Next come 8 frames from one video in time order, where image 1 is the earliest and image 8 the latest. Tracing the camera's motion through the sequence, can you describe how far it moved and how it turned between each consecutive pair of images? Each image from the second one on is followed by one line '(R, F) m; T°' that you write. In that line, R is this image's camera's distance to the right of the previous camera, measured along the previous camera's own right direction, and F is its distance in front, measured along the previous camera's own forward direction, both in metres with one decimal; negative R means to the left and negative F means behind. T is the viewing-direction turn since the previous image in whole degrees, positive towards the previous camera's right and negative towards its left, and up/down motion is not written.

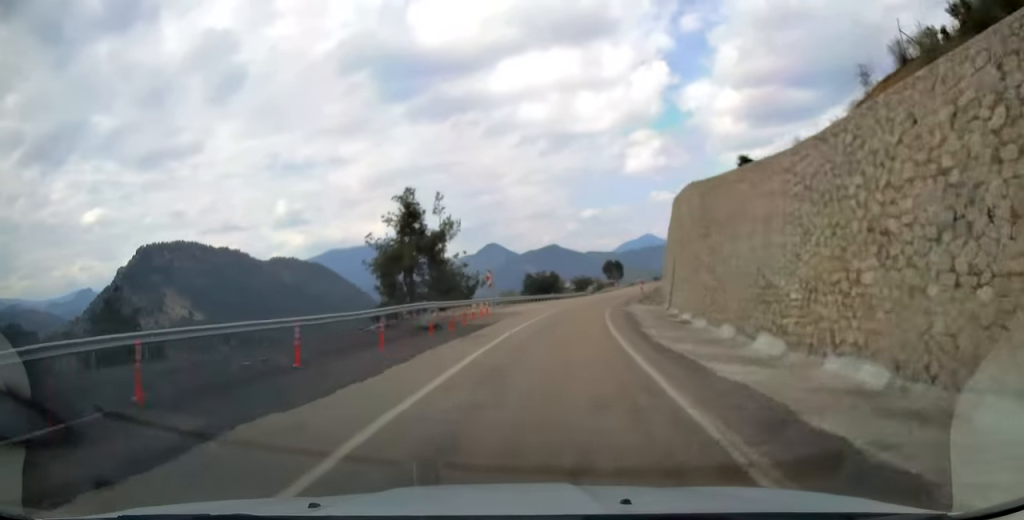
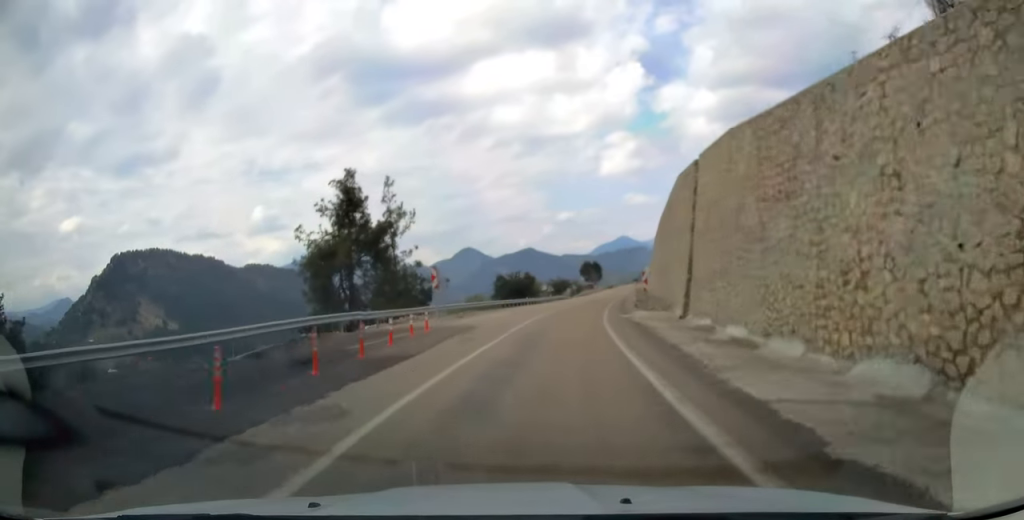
(+0.3, +11.4) m; +2°
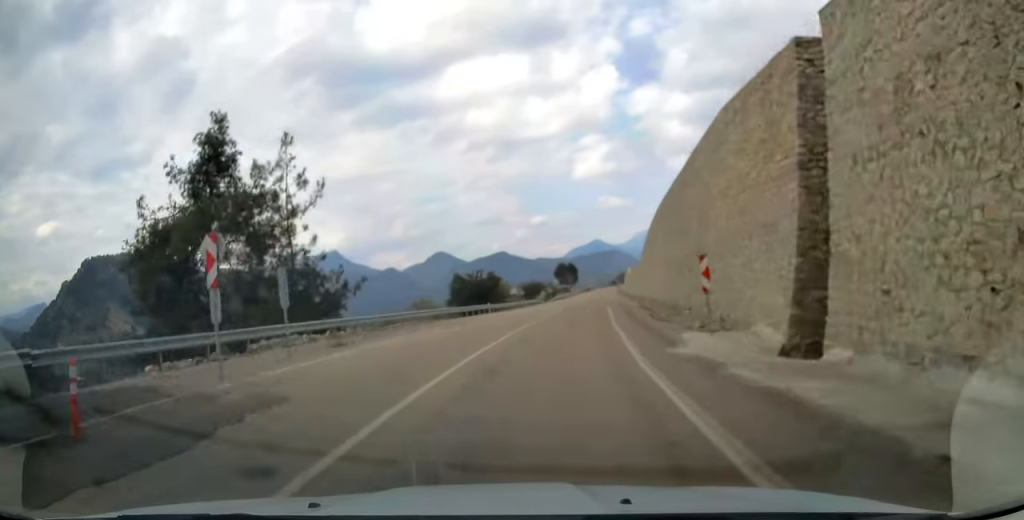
(+0.5, +17.1) m; +3°
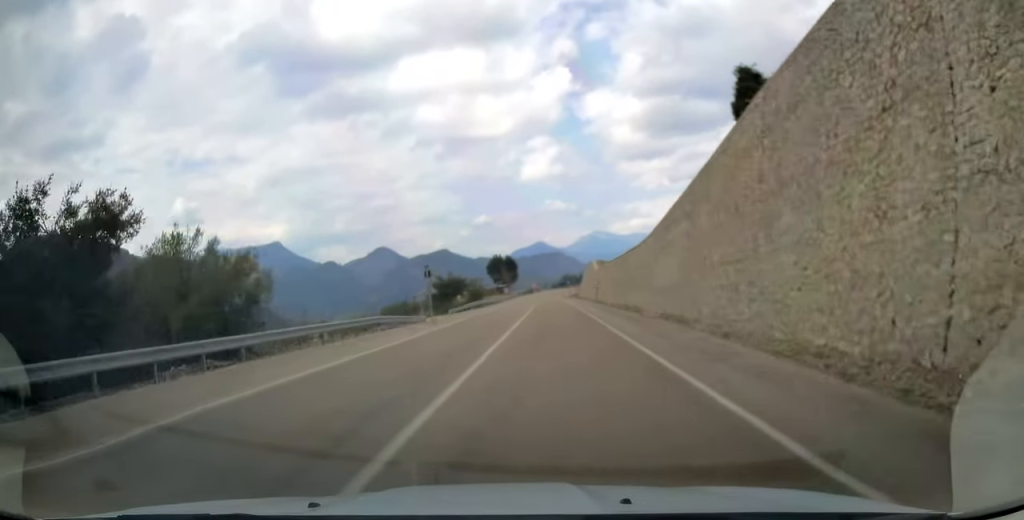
(+3.0, +56.6) m; +5°
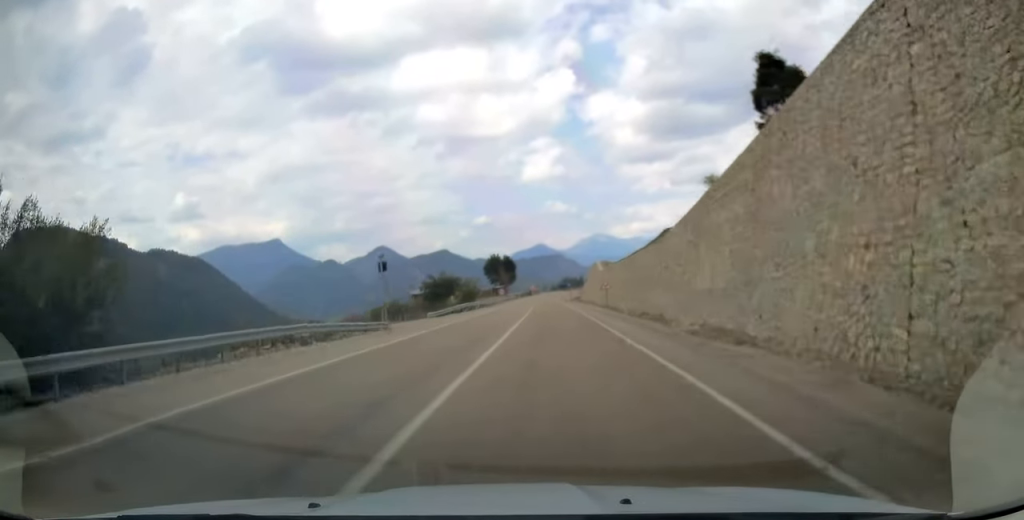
(+0.1, +9.3) m; 0°
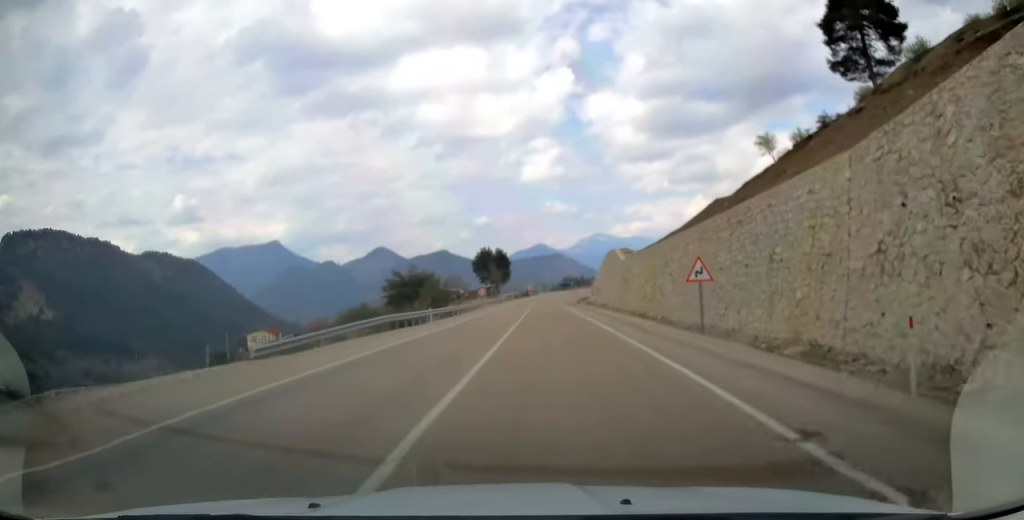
(+0.2, +27.0) m; 0°
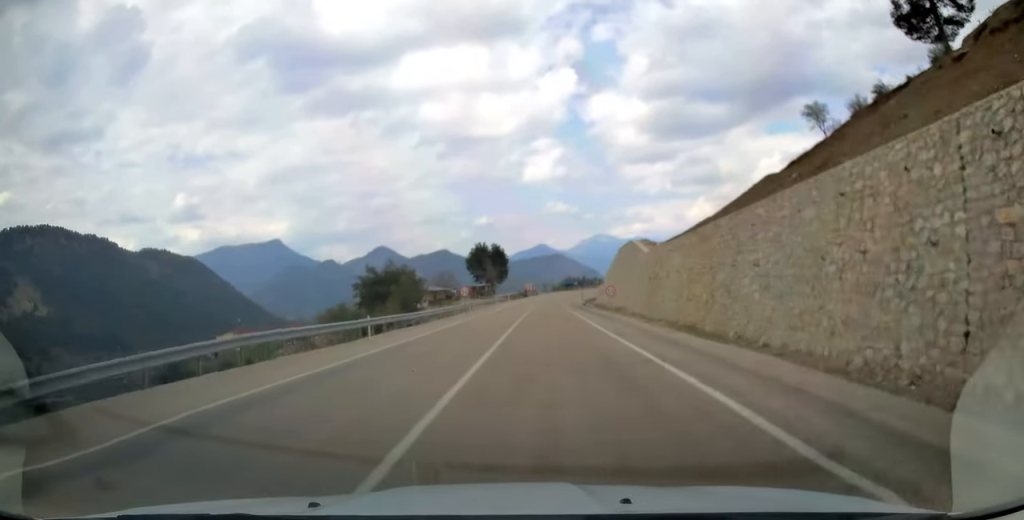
(0.0, +14.7) m; 0°
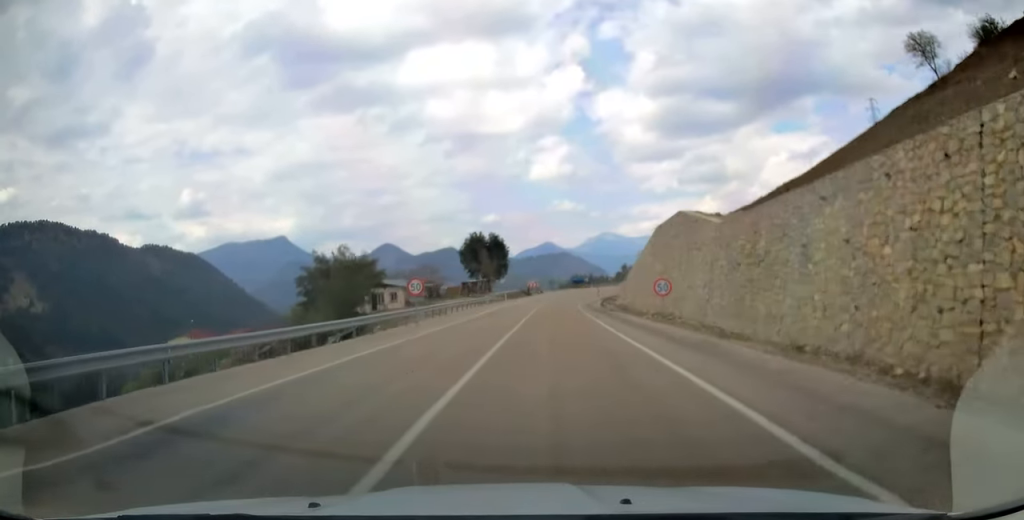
(0.0, +20.1) m; 0°
